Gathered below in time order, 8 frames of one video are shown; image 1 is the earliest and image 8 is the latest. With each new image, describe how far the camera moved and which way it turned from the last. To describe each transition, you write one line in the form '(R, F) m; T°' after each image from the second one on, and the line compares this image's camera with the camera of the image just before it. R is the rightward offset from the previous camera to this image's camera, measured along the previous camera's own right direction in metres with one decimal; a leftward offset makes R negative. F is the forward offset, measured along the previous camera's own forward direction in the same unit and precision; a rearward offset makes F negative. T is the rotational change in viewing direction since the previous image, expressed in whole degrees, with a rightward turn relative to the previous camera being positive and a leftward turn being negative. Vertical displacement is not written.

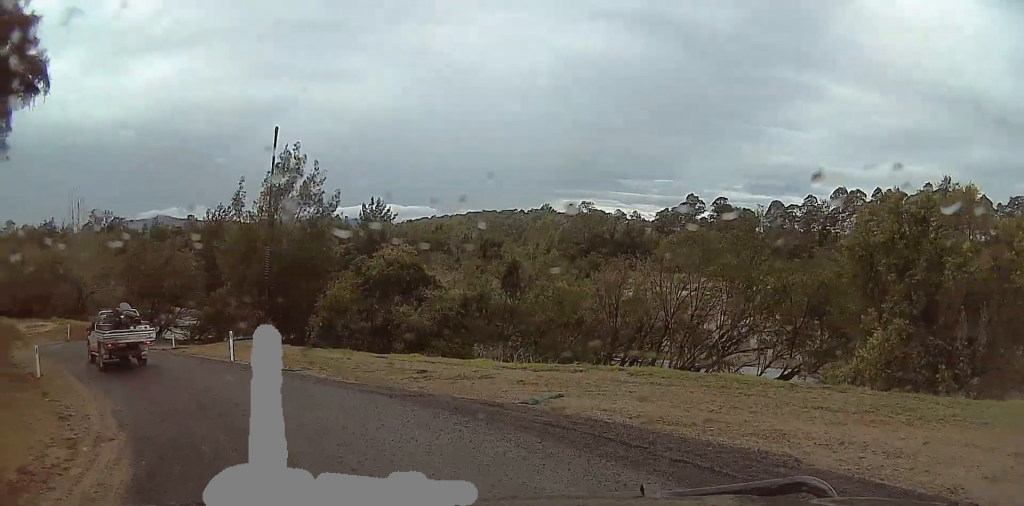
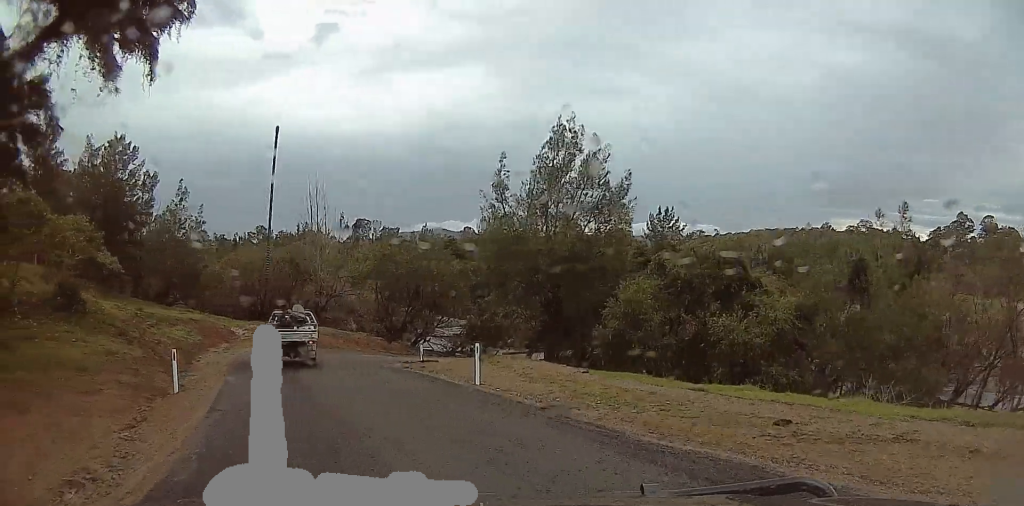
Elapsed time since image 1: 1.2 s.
(-0.1, +7.9) m; -10°
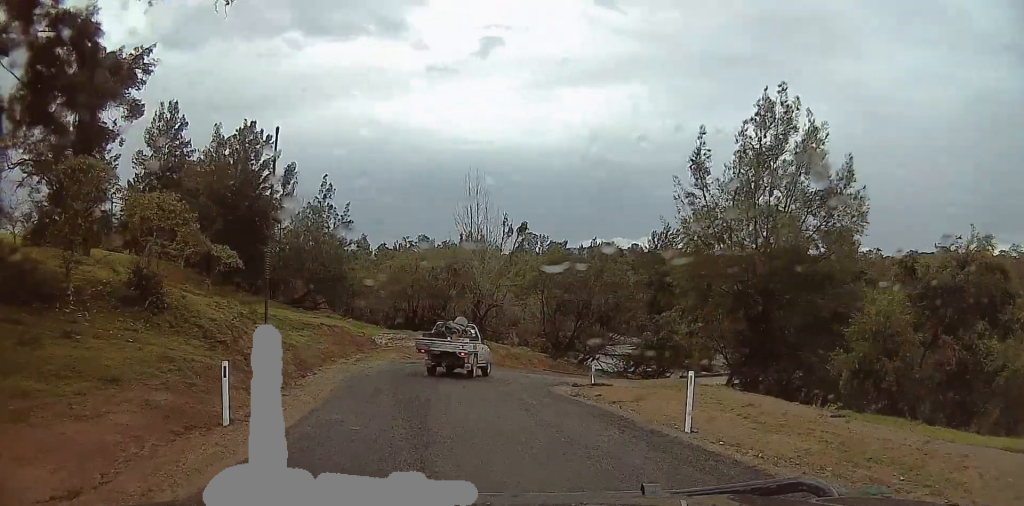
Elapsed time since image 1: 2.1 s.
(-0.8, +5.8) m; -24°
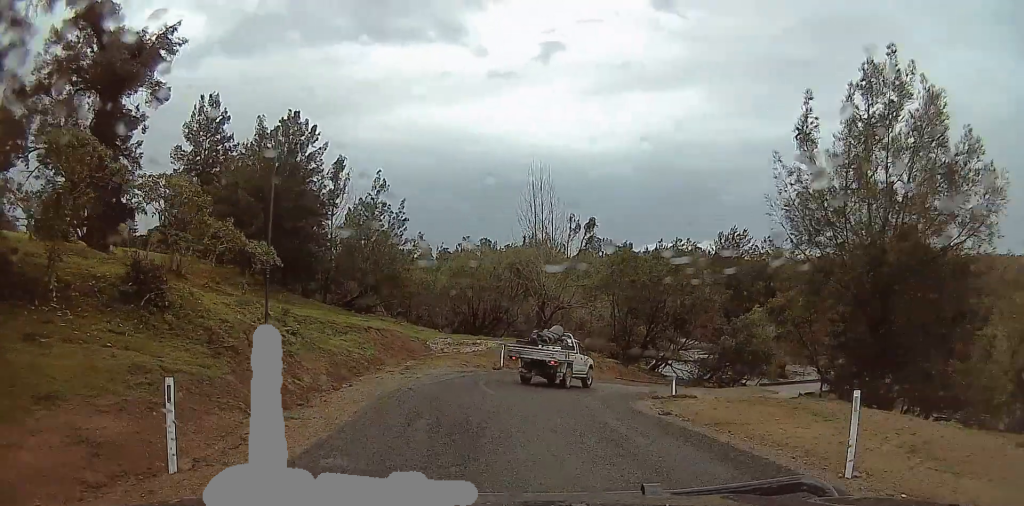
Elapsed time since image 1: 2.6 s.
(-0.9, +3.4) m; -2°
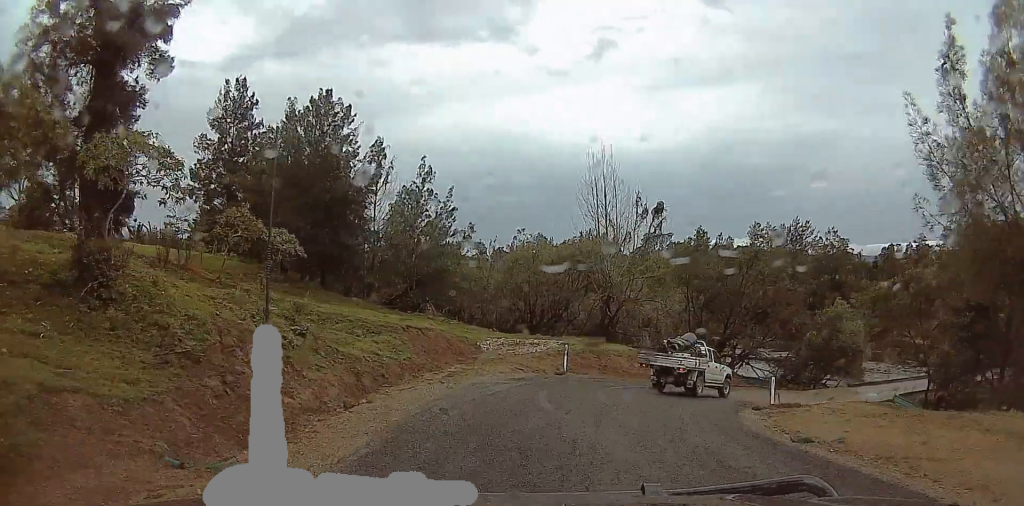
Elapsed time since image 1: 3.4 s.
(-0.5, +4.8) m; +2°
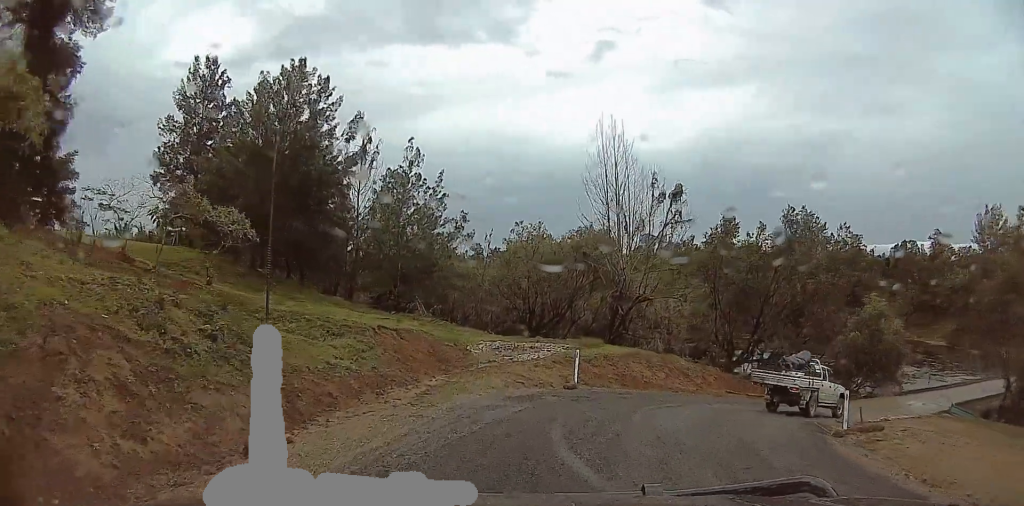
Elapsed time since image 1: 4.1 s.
(+1.3, +5.1) m; +6°
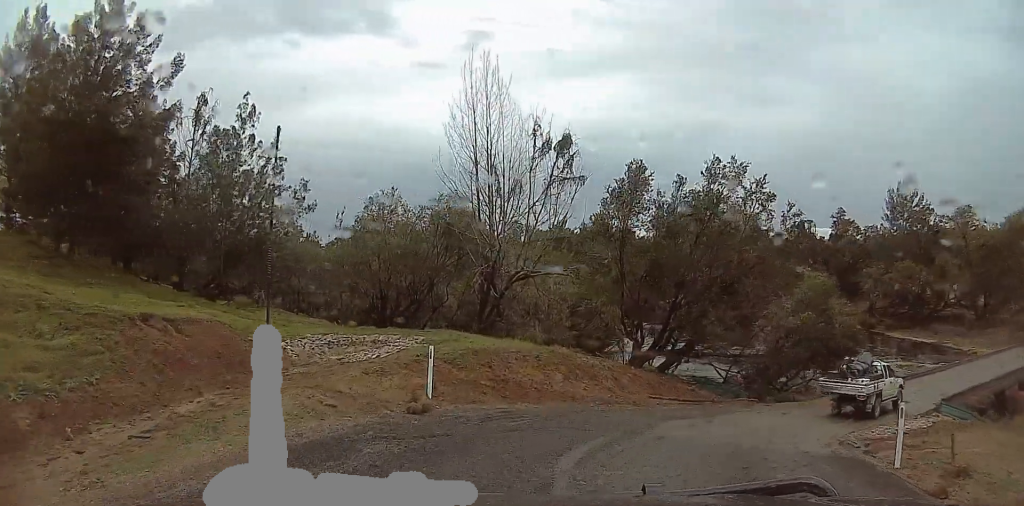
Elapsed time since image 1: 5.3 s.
(-0.6, +7.9) m; +7°
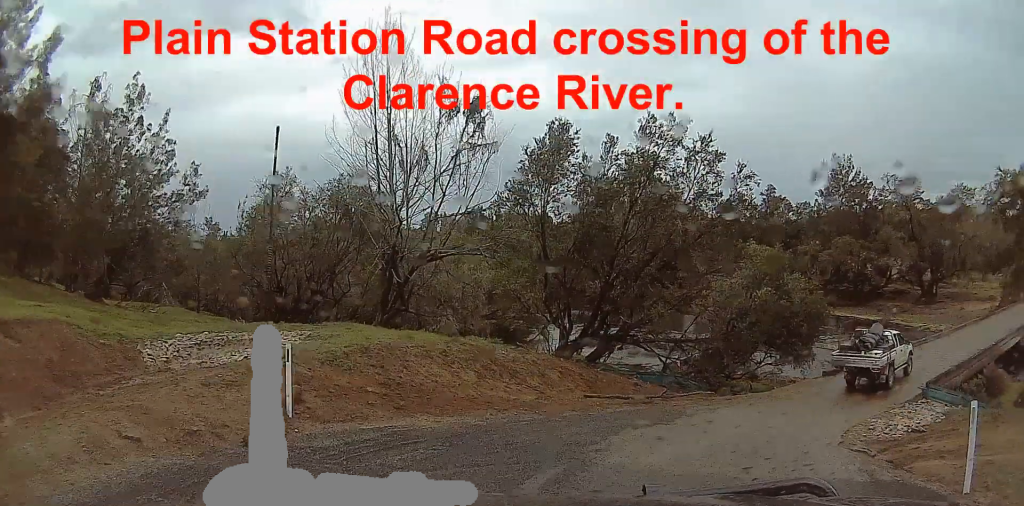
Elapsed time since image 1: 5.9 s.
(+0.7, +3.9) m; +8°
